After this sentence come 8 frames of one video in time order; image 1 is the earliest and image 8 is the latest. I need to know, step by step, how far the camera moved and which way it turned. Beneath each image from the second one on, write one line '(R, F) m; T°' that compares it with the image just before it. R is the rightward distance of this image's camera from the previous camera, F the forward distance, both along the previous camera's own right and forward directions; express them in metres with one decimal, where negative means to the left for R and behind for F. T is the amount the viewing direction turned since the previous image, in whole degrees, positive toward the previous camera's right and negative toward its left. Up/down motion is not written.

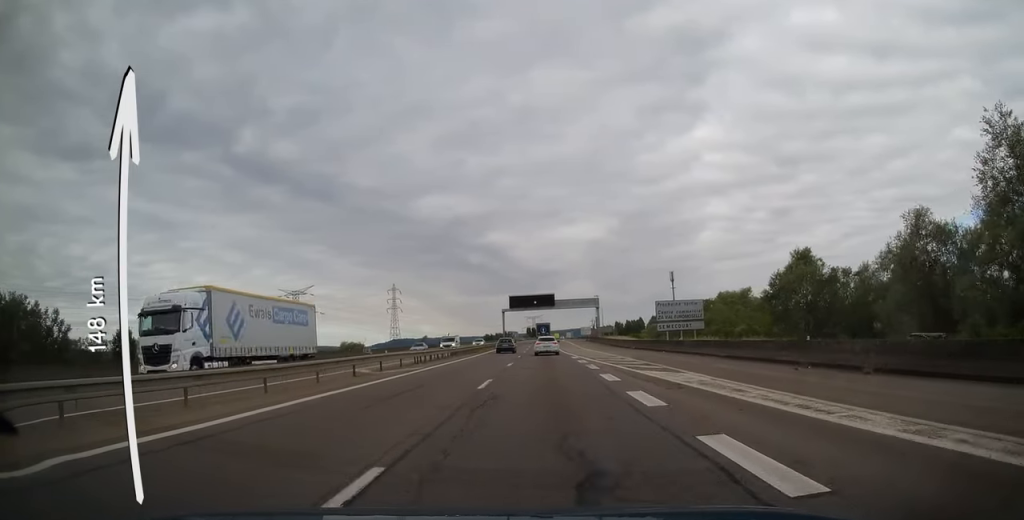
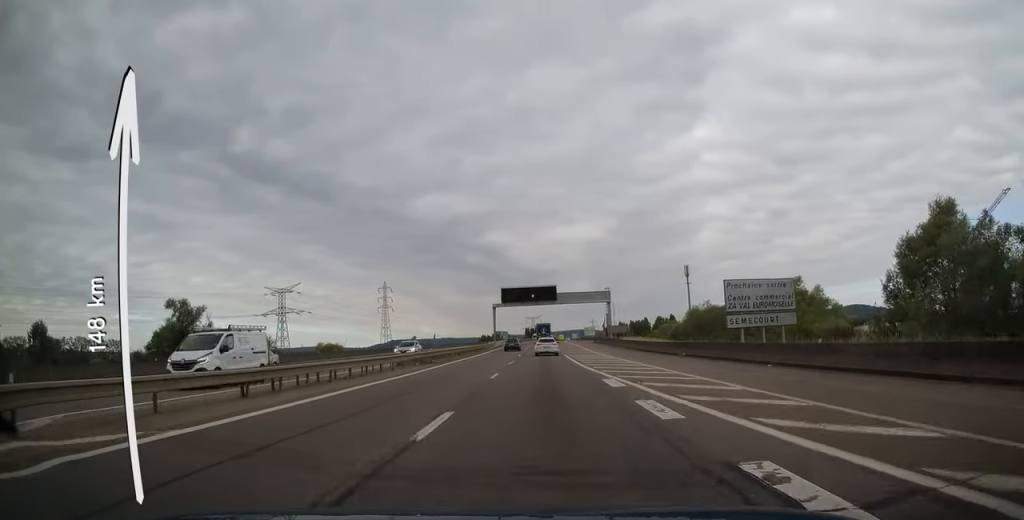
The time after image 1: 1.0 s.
(+0.1, +21.1) m; 0°
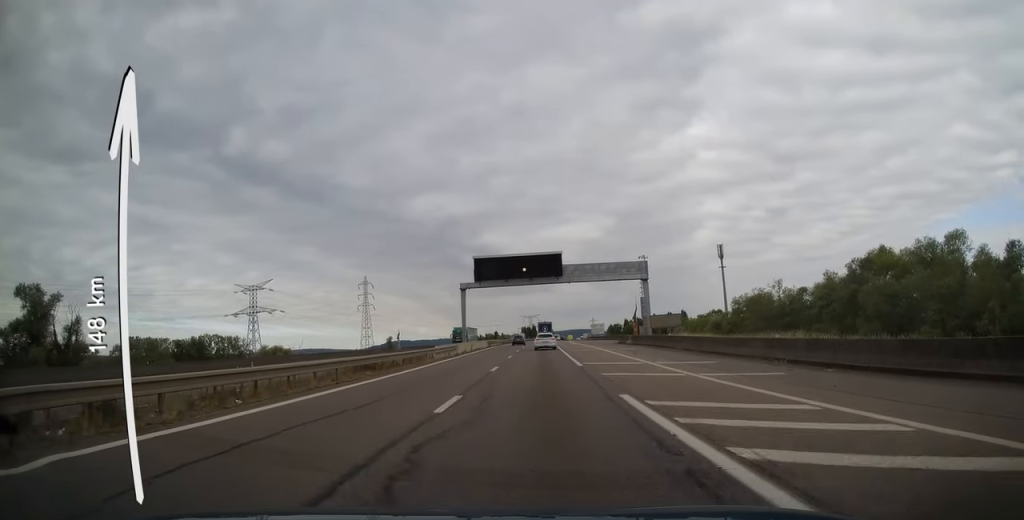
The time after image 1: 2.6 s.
(-0.5, +35.8) m; -1°
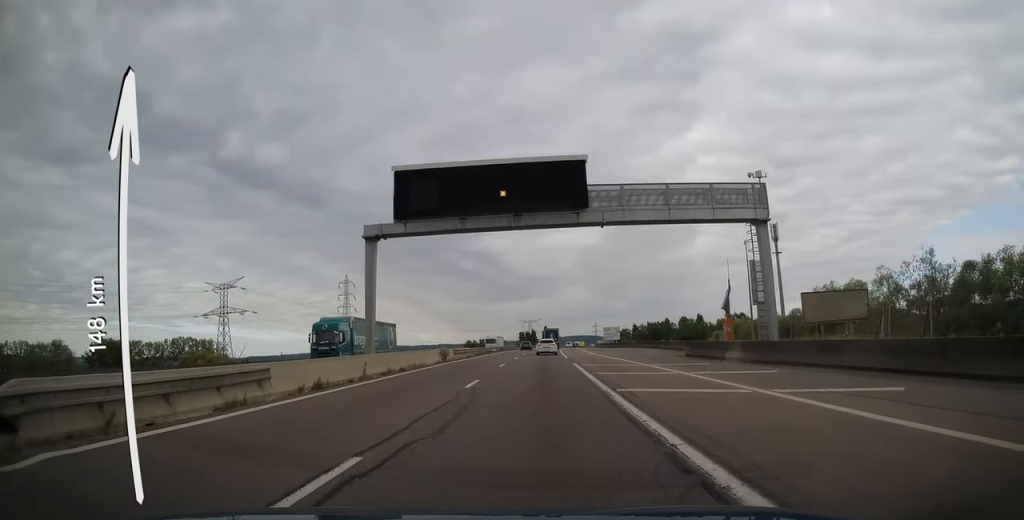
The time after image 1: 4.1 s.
(+0.6, +33.3) m; +1°
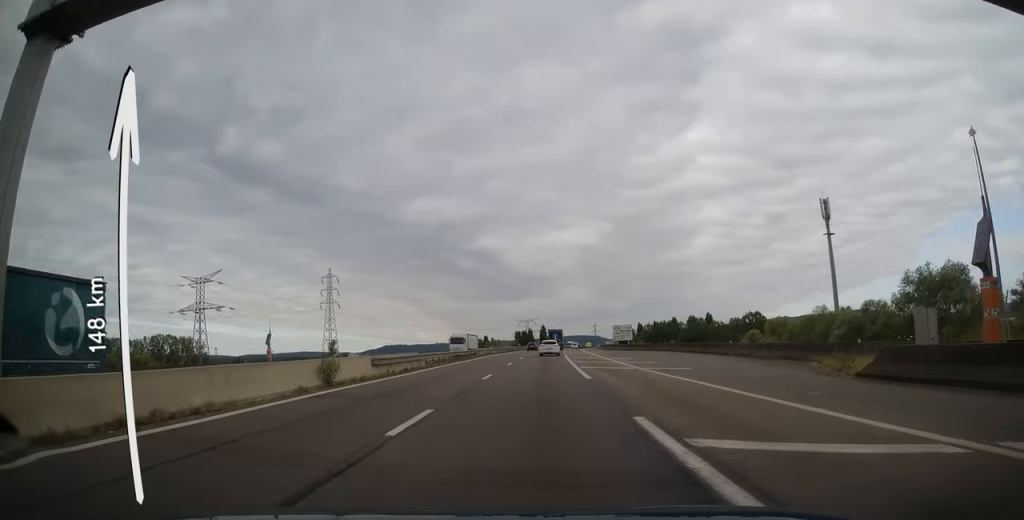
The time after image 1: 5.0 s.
(-0.2, +21.3) m; 0°
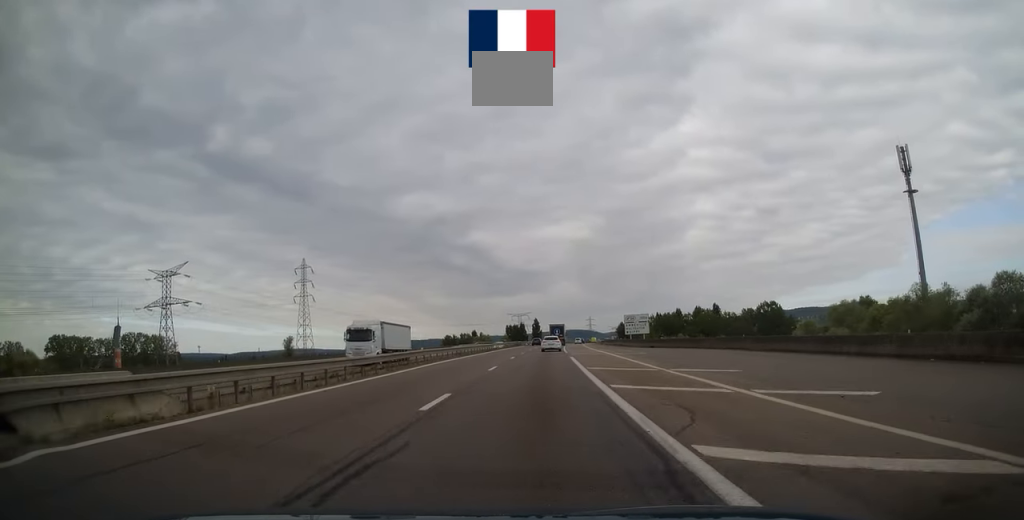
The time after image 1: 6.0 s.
(0.0, +23.5) m; +1°
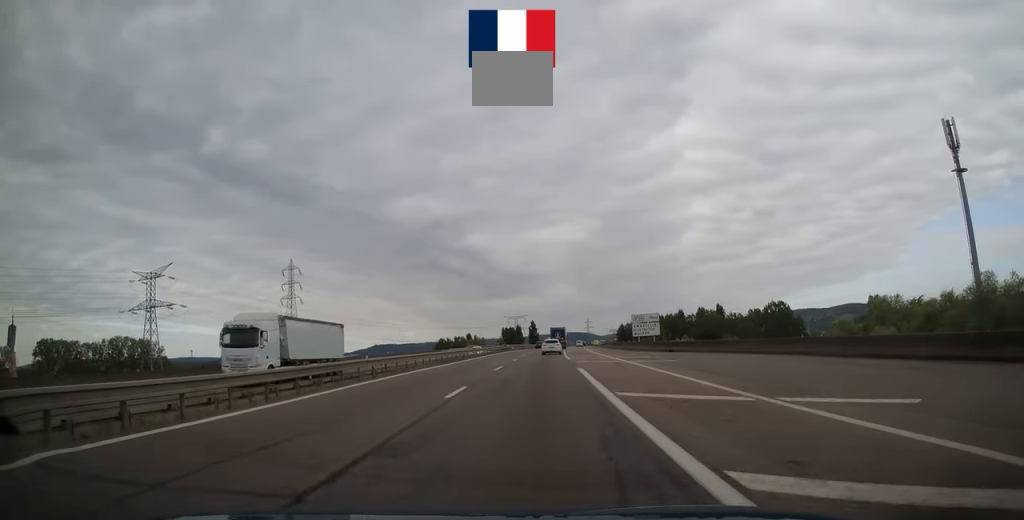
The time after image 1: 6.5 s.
(0.0, +10.0) m; 0°
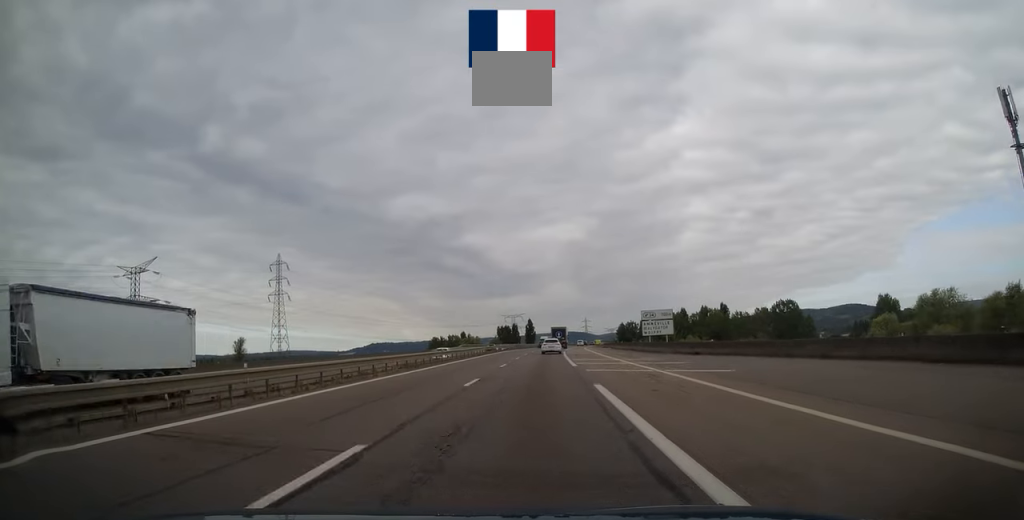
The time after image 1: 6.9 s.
(+0.2, +9.7) m; 0°
